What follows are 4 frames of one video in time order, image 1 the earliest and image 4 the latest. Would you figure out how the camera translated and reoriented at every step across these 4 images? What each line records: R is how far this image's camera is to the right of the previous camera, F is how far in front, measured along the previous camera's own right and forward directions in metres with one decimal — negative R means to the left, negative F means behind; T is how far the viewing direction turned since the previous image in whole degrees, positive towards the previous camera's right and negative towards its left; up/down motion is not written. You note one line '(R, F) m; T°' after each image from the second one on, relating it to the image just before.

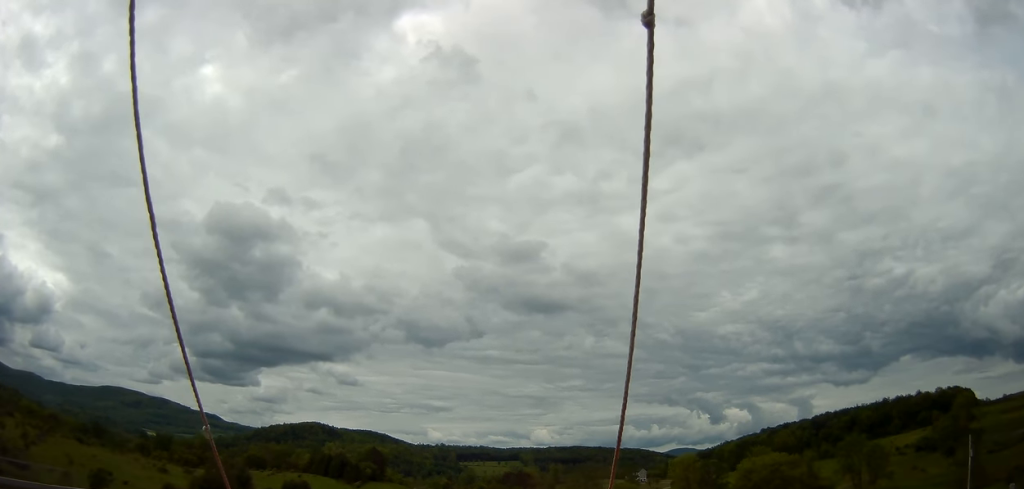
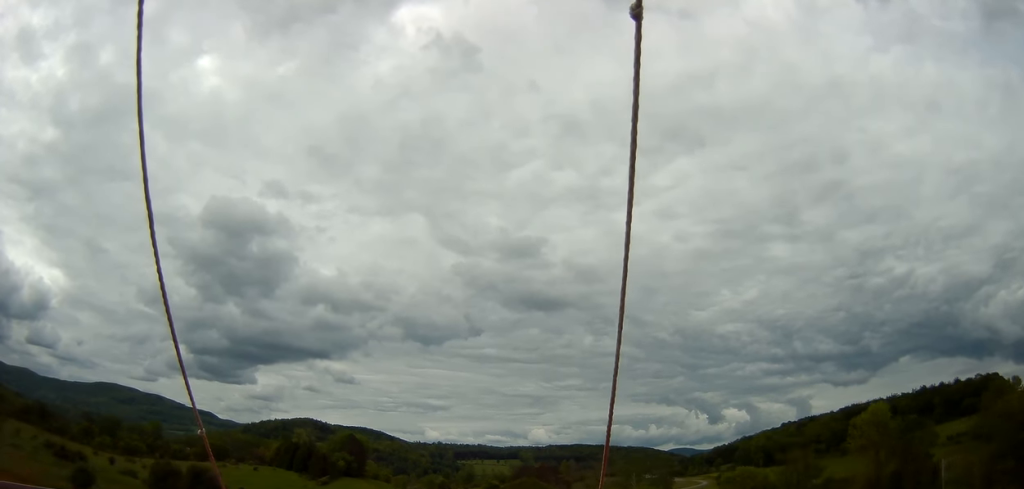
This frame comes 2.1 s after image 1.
(+0.1, +54.9) m; +1°
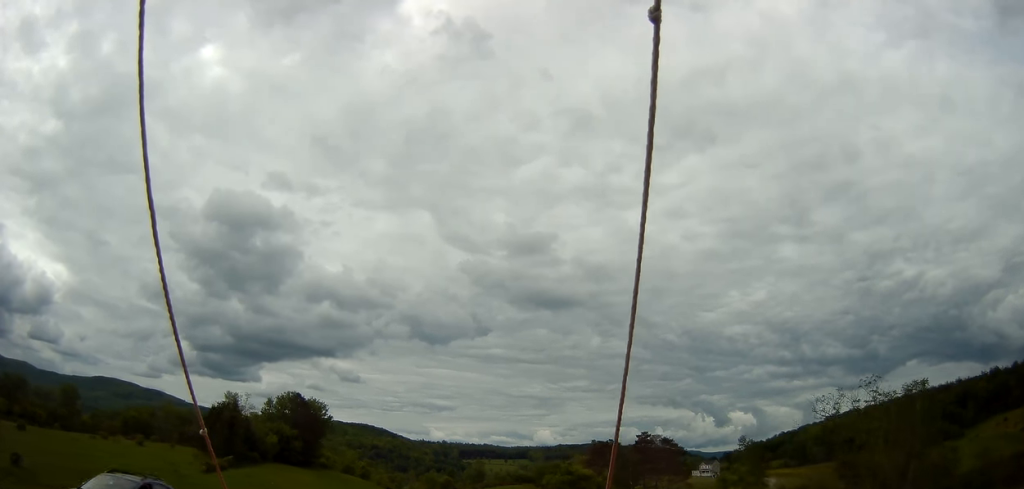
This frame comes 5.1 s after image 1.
(-0.8, +79.4) m; 0°
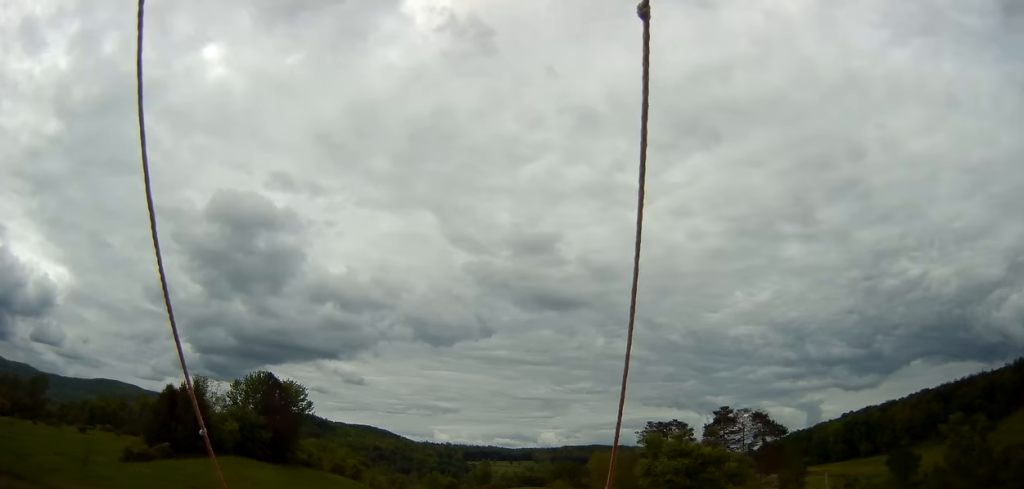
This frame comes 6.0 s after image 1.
(+0.1, +23.5) m; 0°
